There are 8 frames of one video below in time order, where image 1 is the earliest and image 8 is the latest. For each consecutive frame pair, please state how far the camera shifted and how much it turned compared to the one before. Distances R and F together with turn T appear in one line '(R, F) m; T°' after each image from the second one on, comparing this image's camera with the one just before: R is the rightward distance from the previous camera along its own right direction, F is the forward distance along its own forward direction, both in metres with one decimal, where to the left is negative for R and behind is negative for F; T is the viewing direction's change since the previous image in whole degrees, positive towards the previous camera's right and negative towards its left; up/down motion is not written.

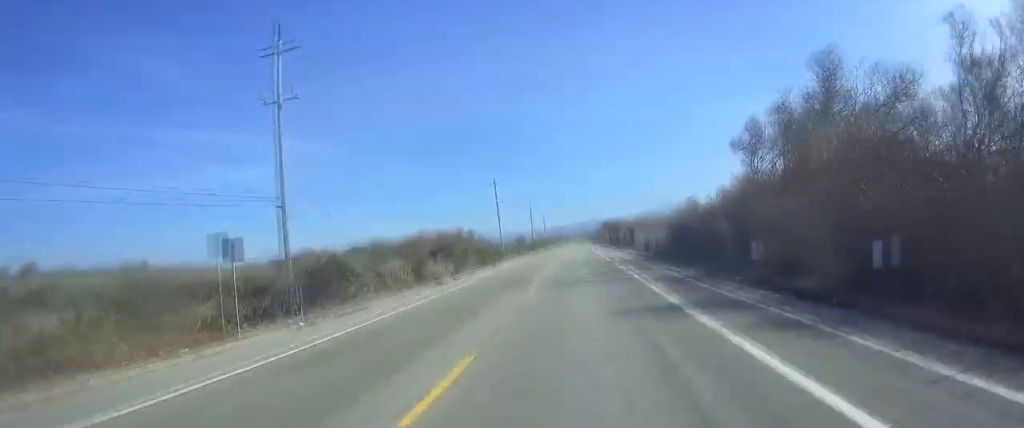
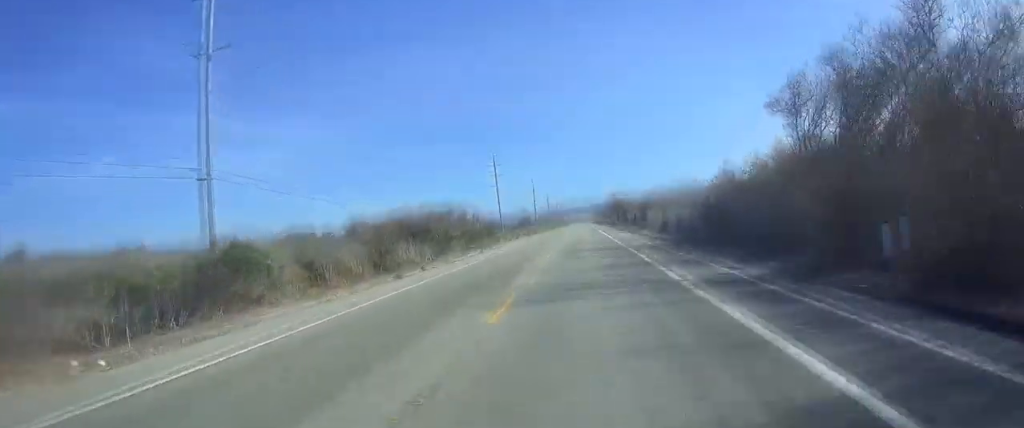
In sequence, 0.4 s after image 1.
(+0.4, +9.6) m; 0°
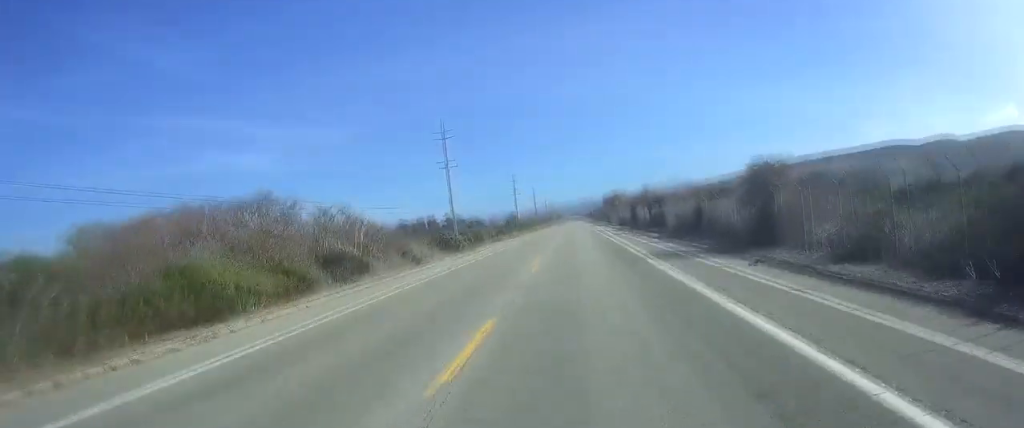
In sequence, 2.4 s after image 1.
(-1.7, +47.7) m; -1°
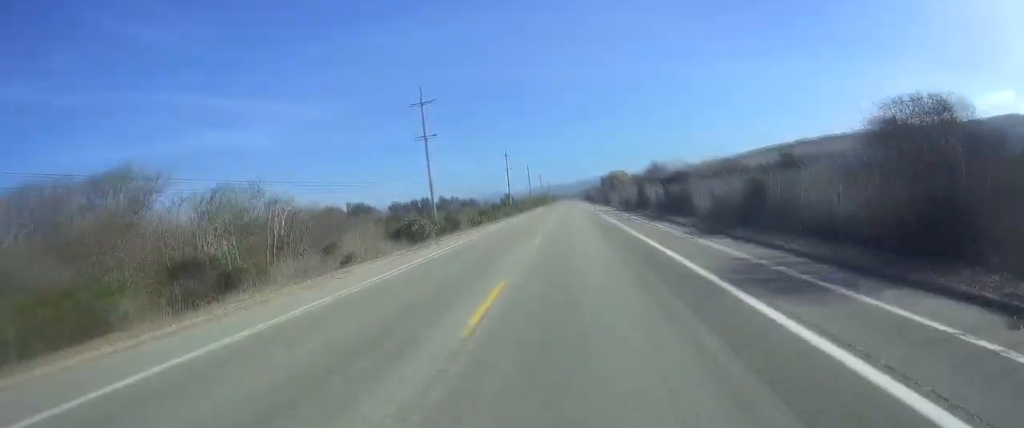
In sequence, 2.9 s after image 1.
(0.0, +12.2) m; 0°
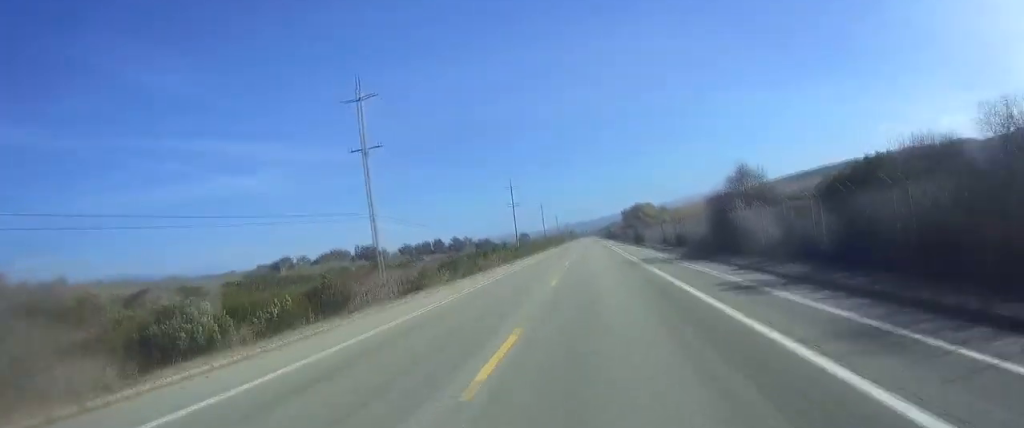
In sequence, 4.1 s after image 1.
(+0.1, +30.0) m; 0°
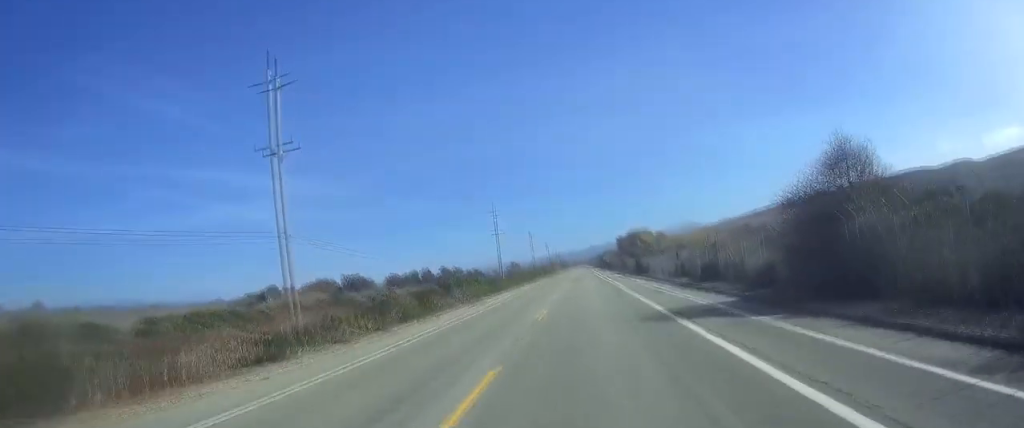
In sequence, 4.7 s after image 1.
(0.0, +15.5) m; 0°
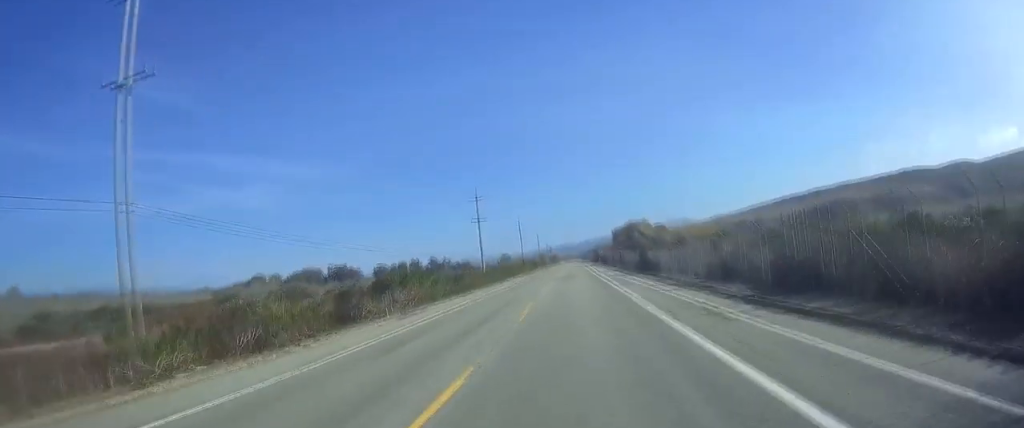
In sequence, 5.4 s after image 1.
(+0.1, +15.5) m; 0°
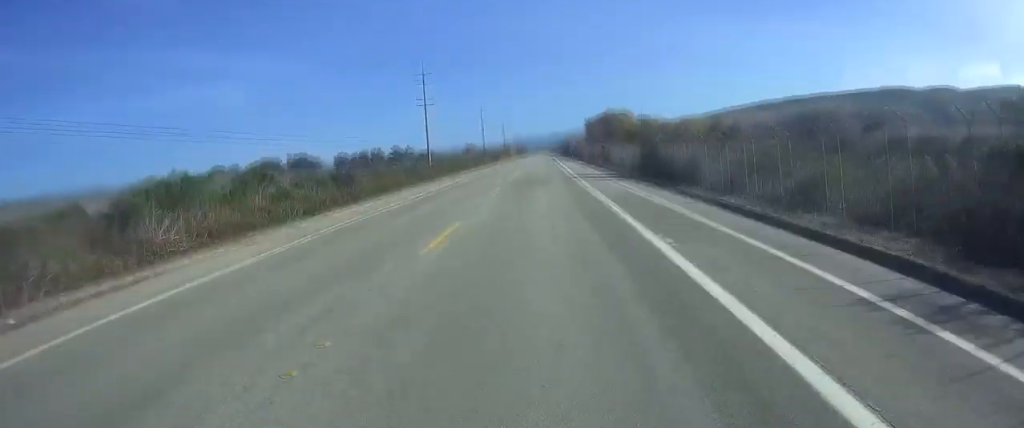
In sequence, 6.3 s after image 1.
(-0.3, +23.9) m; -1°
